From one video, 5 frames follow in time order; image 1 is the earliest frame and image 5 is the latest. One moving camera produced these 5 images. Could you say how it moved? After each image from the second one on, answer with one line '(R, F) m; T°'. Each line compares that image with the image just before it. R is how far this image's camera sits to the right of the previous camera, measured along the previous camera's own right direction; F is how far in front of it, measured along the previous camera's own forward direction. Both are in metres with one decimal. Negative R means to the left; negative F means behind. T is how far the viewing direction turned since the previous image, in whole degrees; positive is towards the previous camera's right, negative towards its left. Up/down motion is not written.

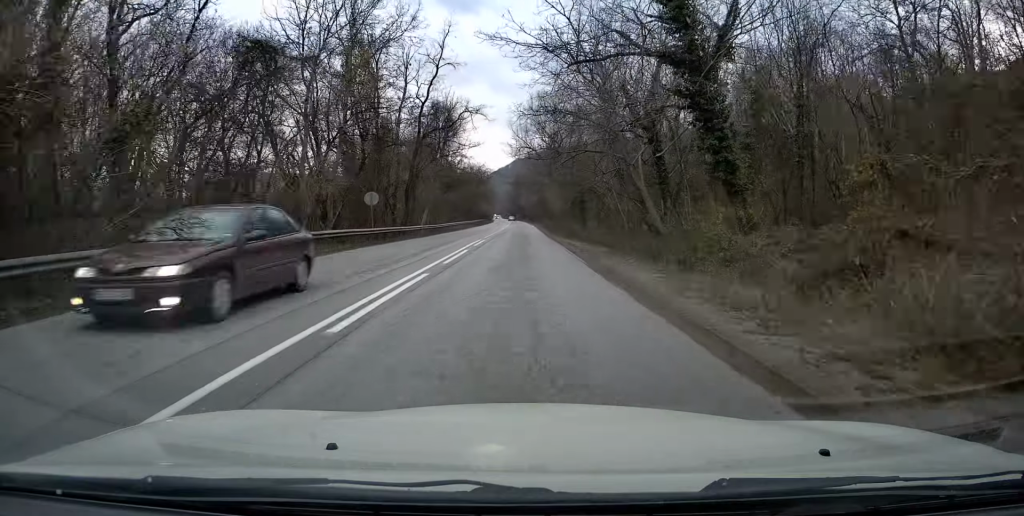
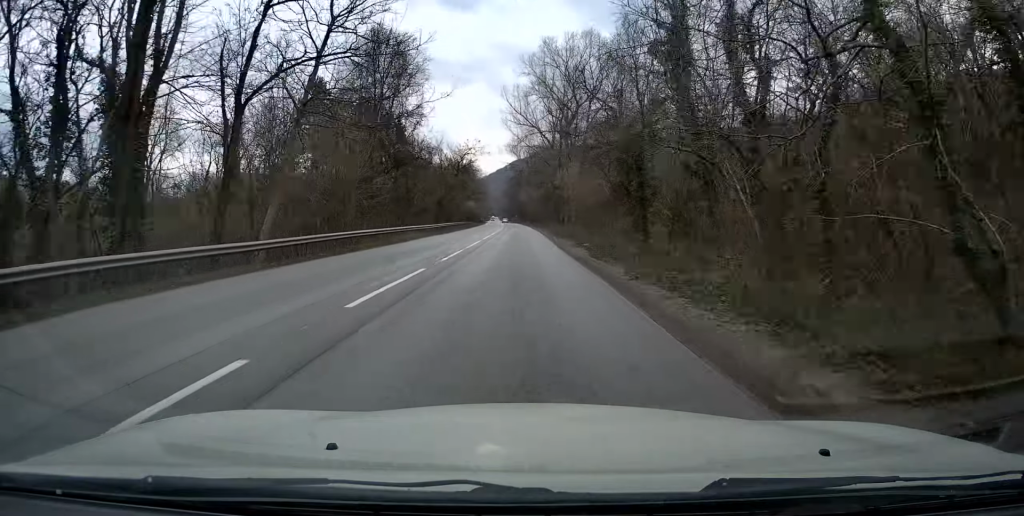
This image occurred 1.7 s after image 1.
(+0.5, +35.9) m; 0°
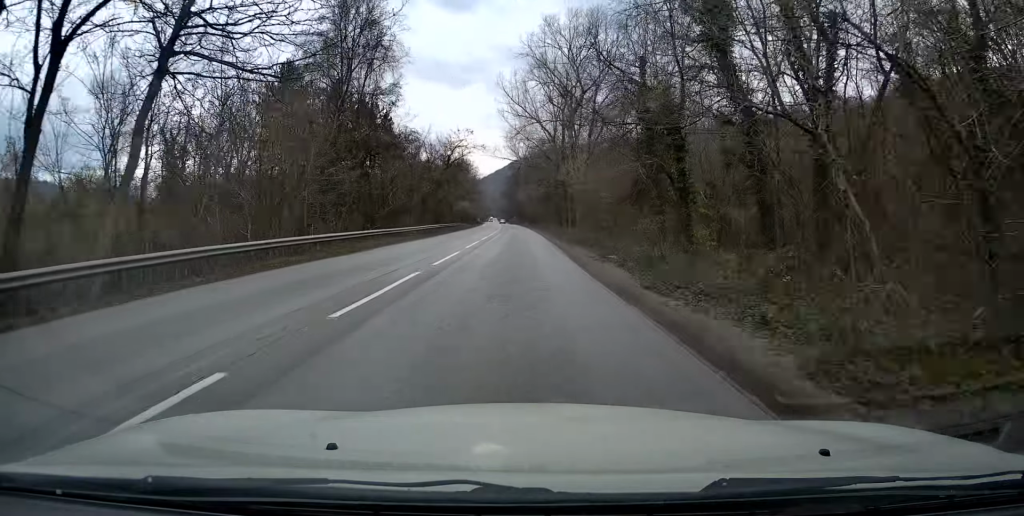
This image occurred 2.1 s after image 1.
(0.0, +9.5) m; 0°
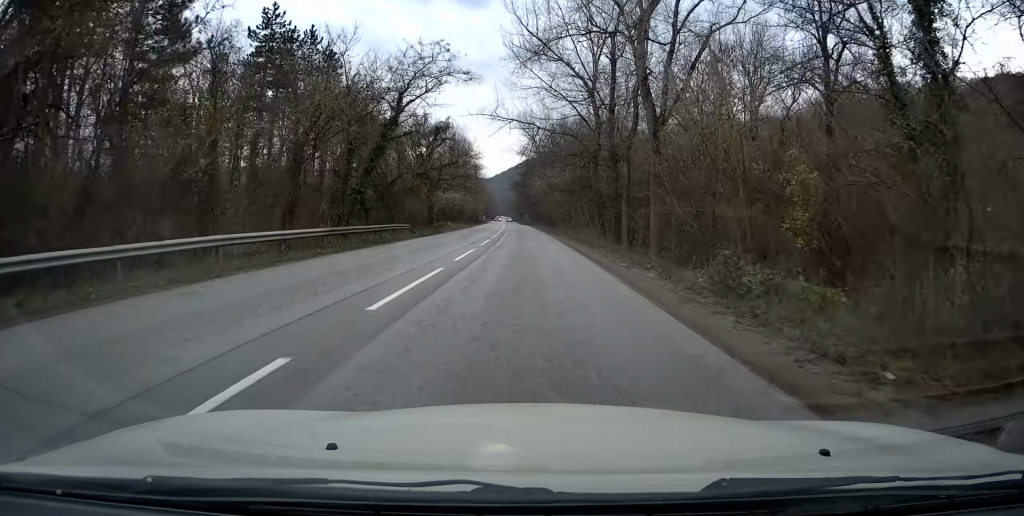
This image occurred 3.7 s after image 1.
(-0.4, +35.5) m; -1°
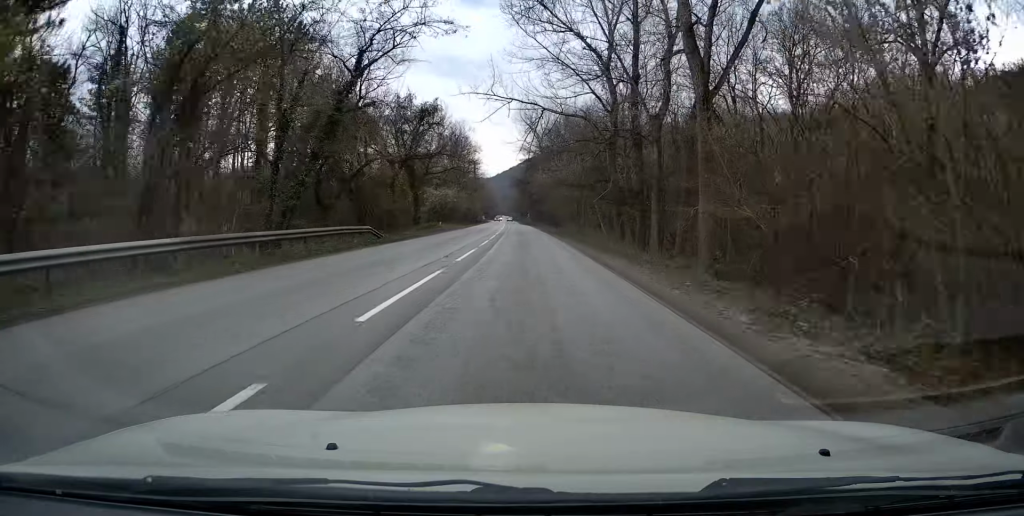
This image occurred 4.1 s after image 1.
(0.0, +9.6) m; -1°
